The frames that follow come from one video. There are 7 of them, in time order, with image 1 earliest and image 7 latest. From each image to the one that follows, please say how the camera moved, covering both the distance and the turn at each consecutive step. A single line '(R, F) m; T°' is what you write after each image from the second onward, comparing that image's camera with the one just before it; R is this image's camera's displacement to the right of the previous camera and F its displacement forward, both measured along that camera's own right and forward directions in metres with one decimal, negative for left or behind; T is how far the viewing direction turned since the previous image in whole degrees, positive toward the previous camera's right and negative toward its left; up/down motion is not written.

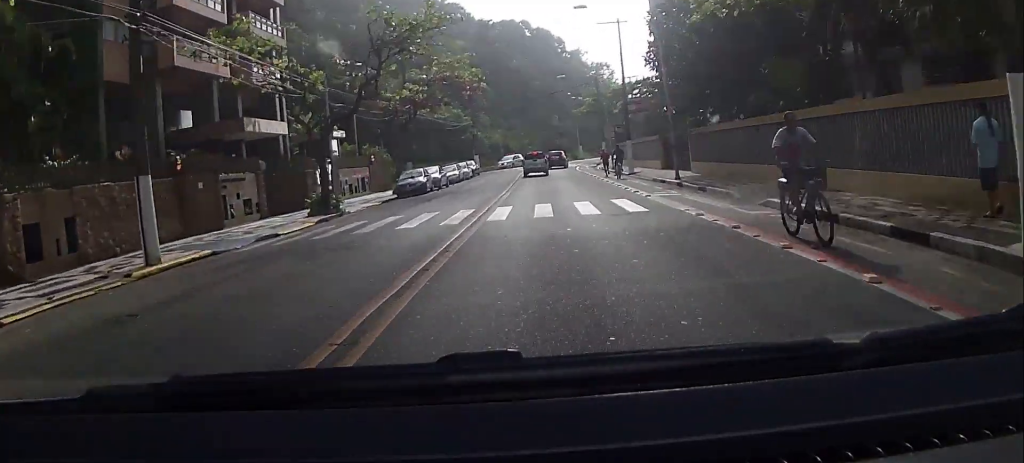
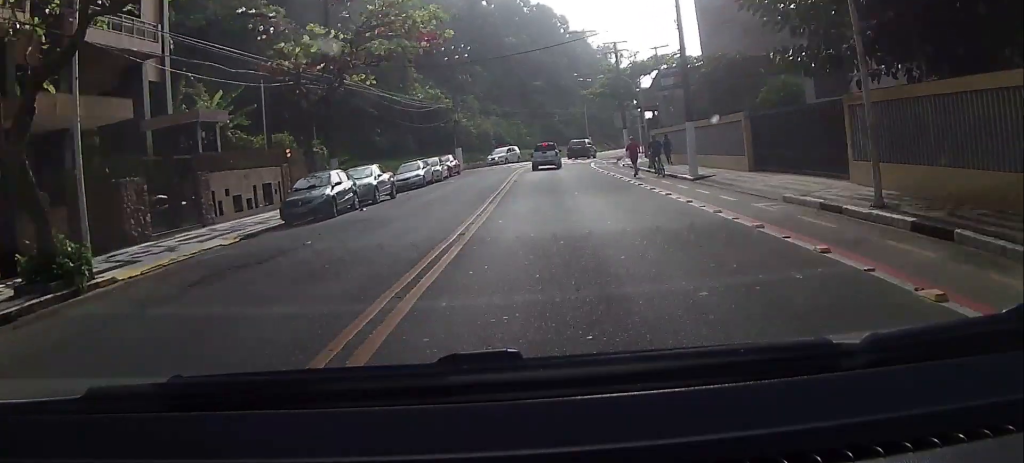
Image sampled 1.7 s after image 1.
(+0.4, +16.0) m; +2°
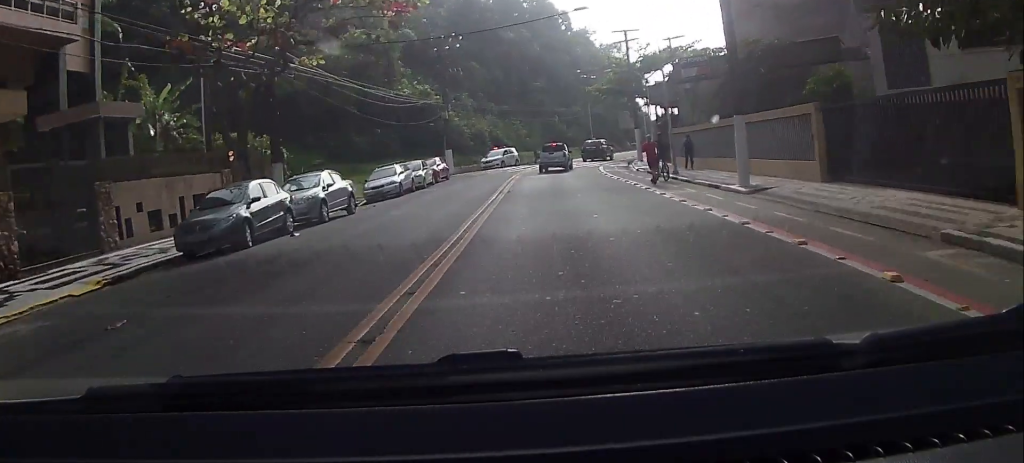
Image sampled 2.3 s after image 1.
(0.0, +6.2) m; +1°
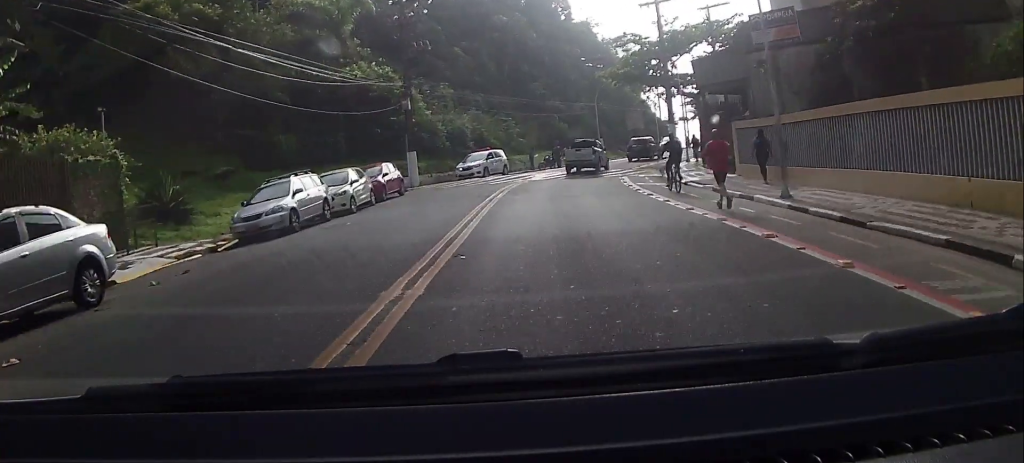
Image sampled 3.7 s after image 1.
(+0.6, +13.2) m; +3°
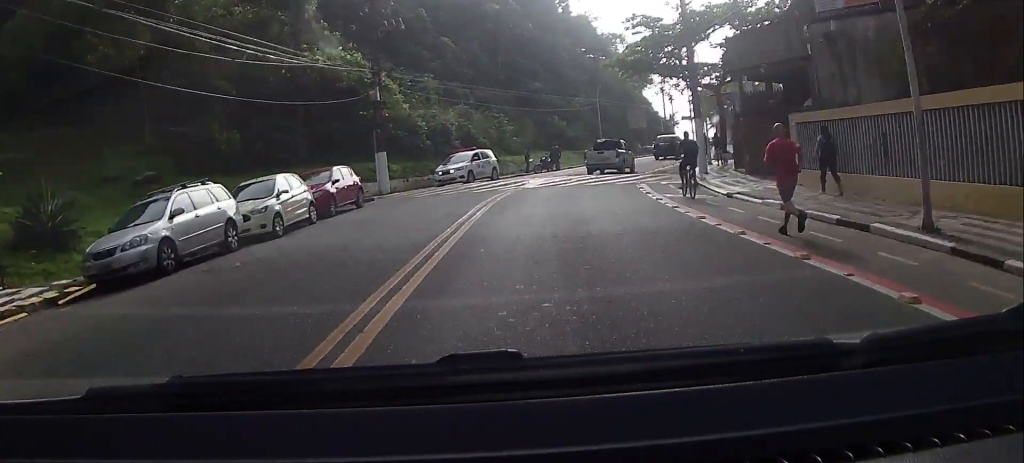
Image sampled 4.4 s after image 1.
(0.0, +6.2) m; -1°
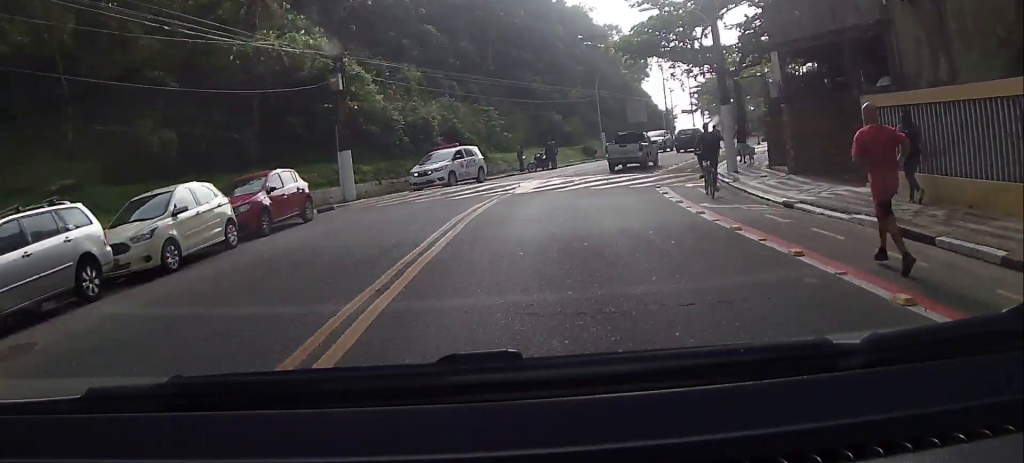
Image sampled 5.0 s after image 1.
(-0.4, +4.9) m; -1°
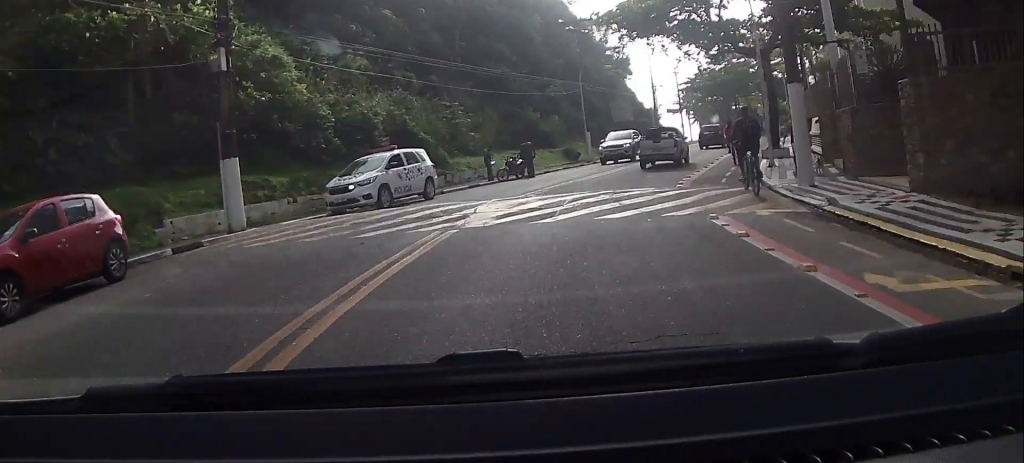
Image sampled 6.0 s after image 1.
(+0.4, +8.2) m; 0°
